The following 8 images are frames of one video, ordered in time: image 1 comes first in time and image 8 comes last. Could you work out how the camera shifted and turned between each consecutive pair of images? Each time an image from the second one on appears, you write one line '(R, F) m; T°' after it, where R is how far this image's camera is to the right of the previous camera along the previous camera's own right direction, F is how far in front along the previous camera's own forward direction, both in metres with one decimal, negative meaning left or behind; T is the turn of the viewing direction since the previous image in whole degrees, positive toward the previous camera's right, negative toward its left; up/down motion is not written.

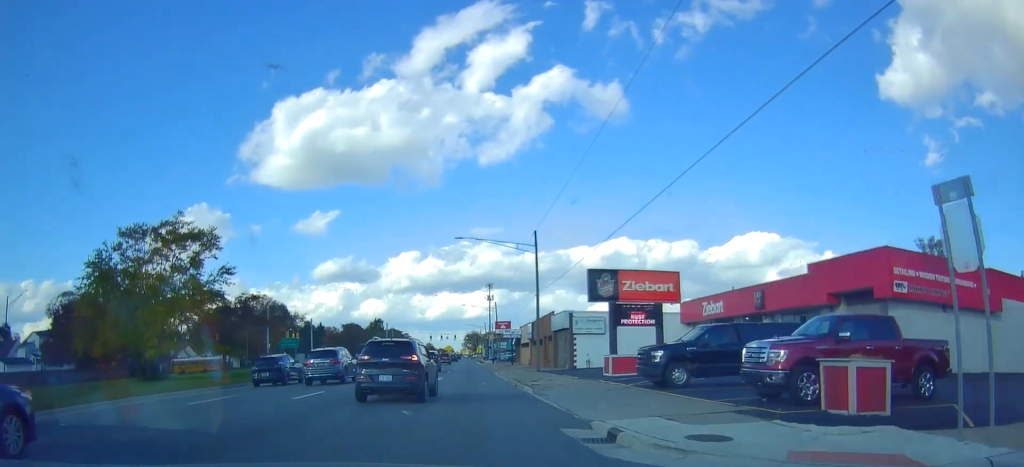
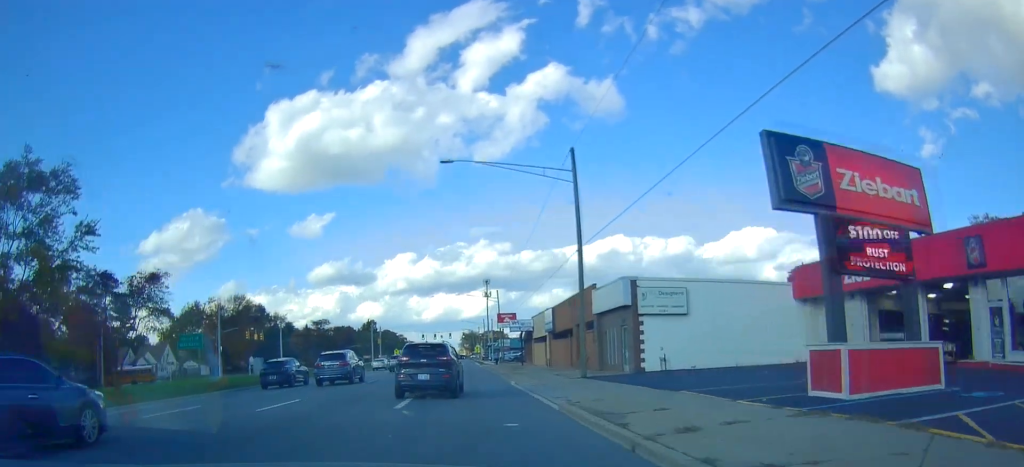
(+0.3, +18.0) m; +1°
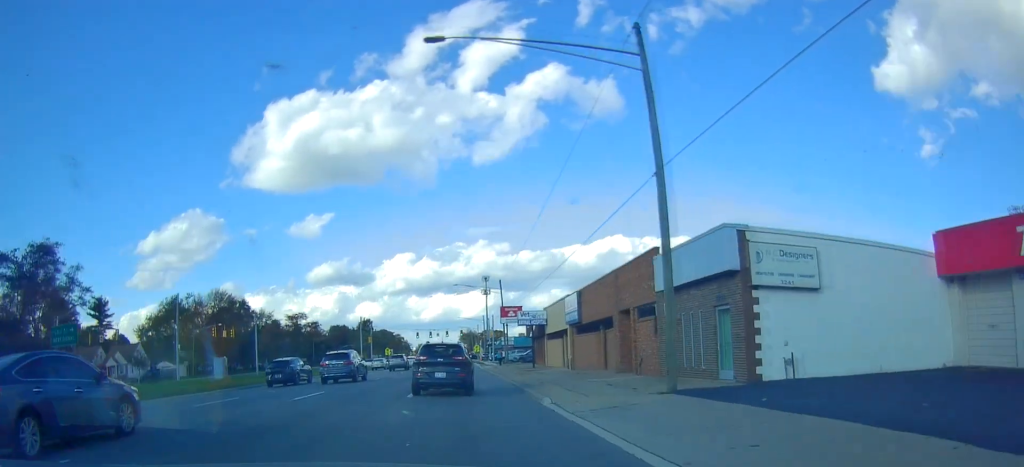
(-0.2, +11.4) m; 0°
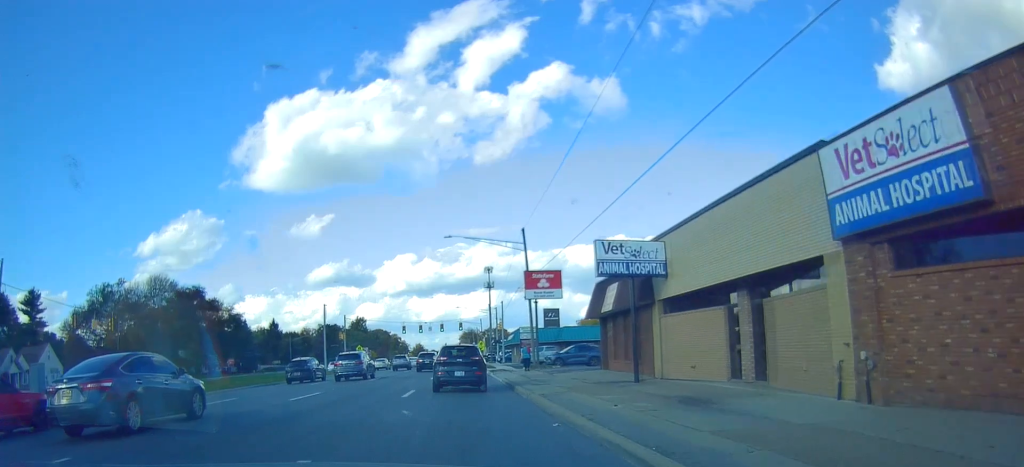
(+0.6, +29.9) m; +1°
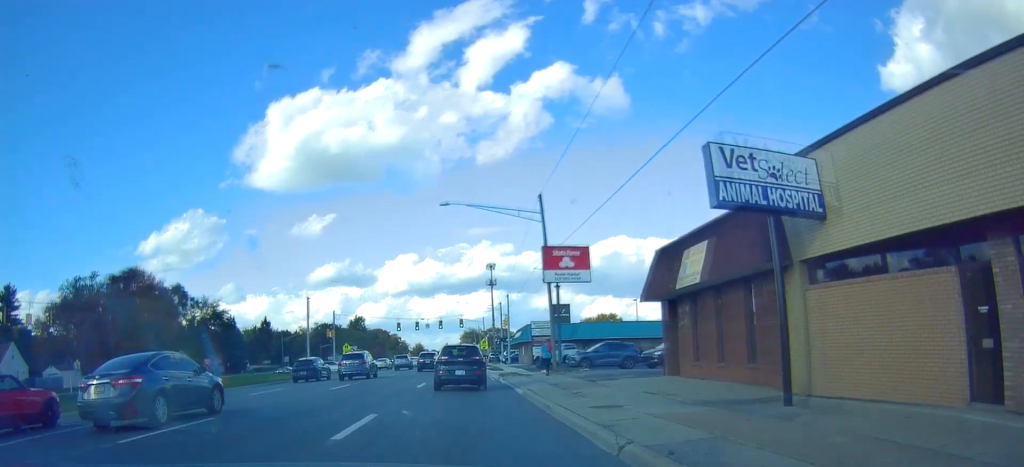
(0.0, +9.6) m; -1°
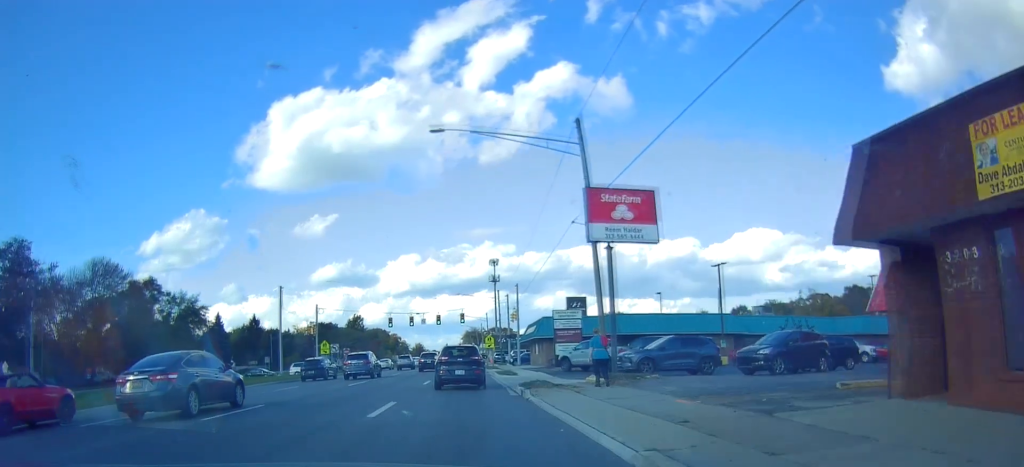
(+0.2, +12.1) m; -2°
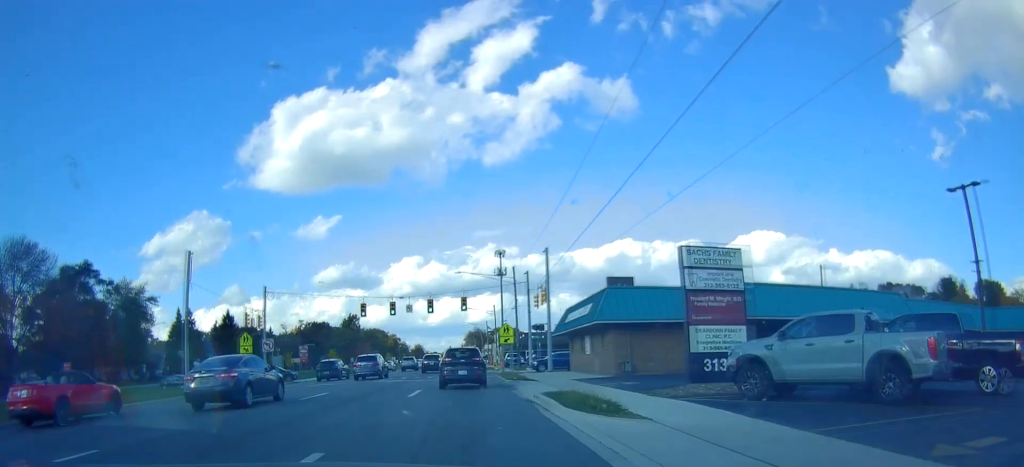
(-0.6, +23.3) m; 0°
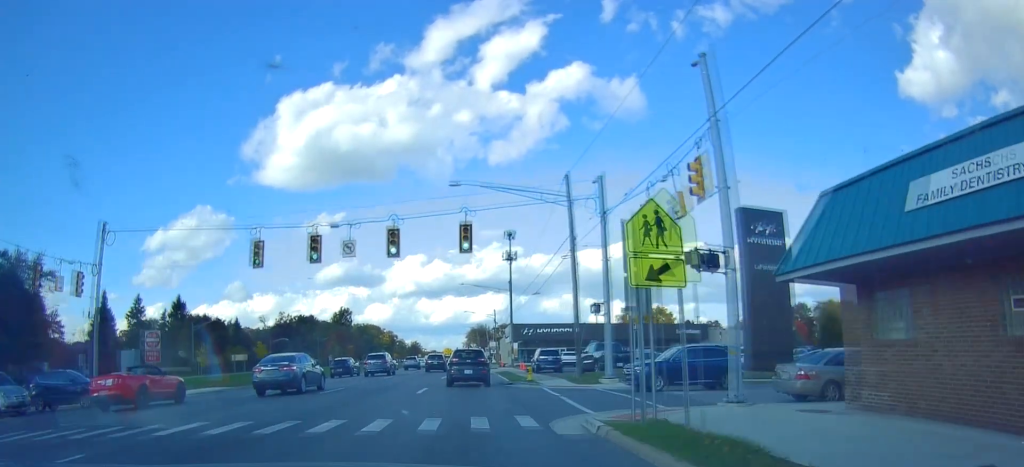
(+0.4, +31.1) m; +1°
